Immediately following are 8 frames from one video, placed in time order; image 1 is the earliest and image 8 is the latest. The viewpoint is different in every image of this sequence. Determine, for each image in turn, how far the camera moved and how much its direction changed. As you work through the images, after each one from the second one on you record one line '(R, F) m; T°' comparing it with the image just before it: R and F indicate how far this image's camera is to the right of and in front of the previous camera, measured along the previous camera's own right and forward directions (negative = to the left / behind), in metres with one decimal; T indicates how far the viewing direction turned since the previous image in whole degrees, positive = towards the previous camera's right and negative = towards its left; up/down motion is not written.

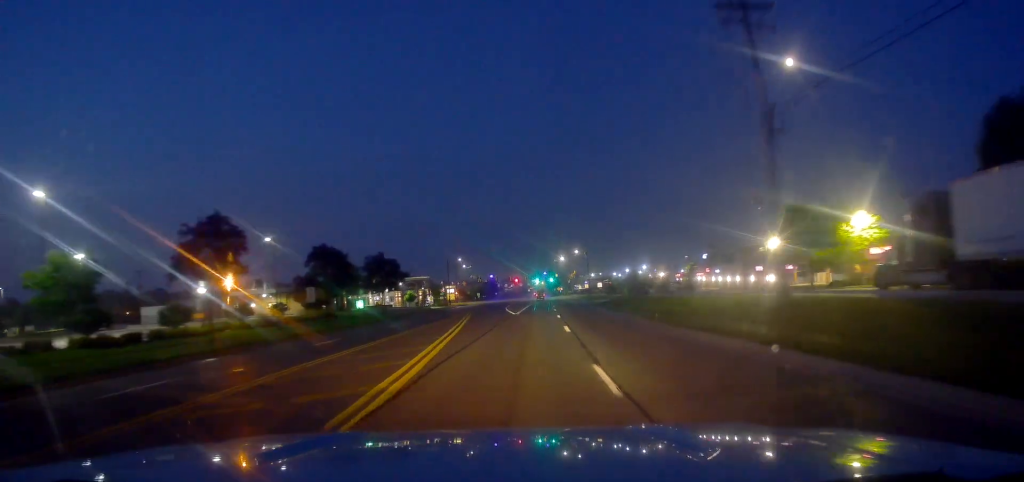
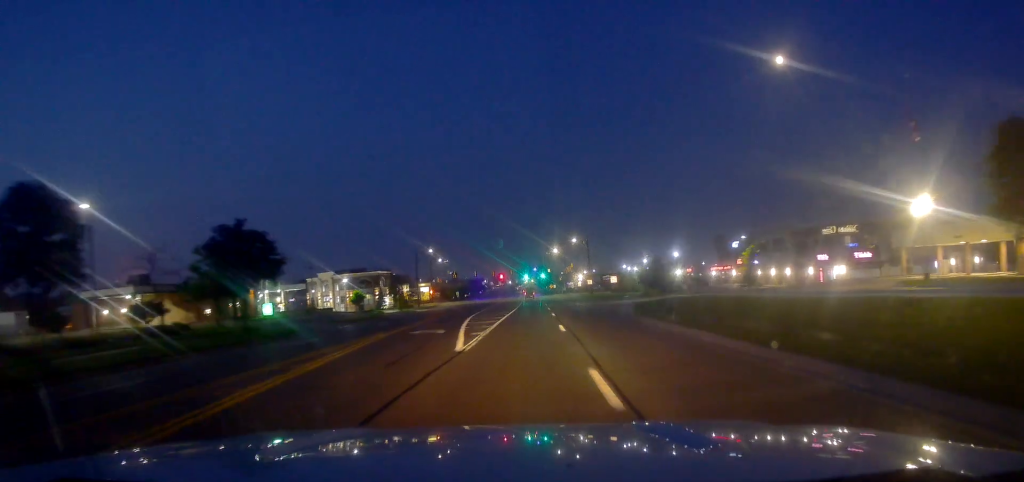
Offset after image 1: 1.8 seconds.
(-0.5, +30.9) m; +1°
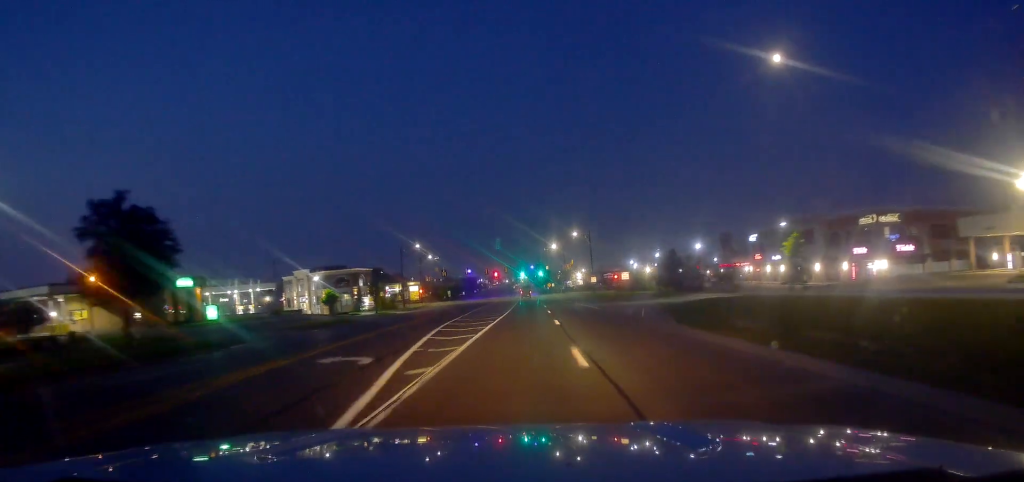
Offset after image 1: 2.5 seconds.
(+0.2, +11.5) m; +1°
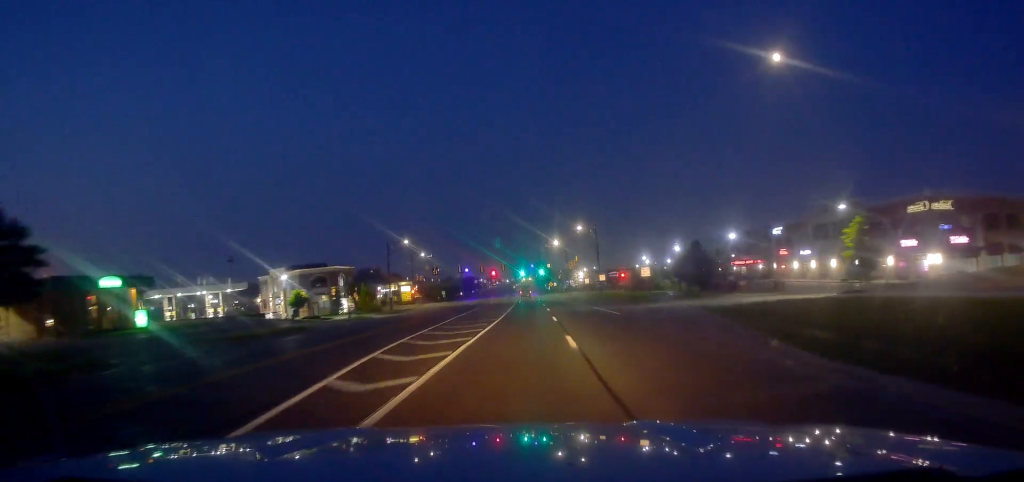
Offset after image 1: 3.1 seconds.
(0.0, +11.0) m; 0°
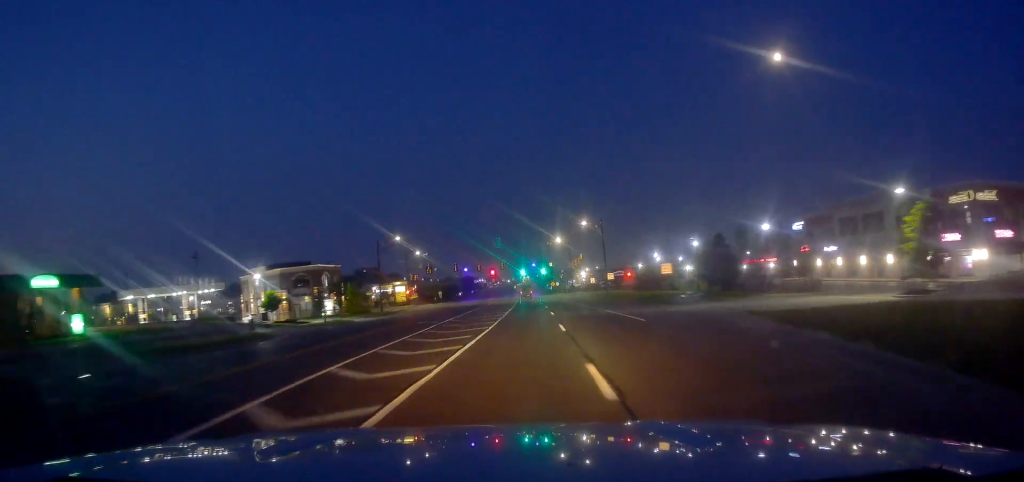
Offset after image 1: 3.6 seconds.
(0.0, +7.7) m; 0°
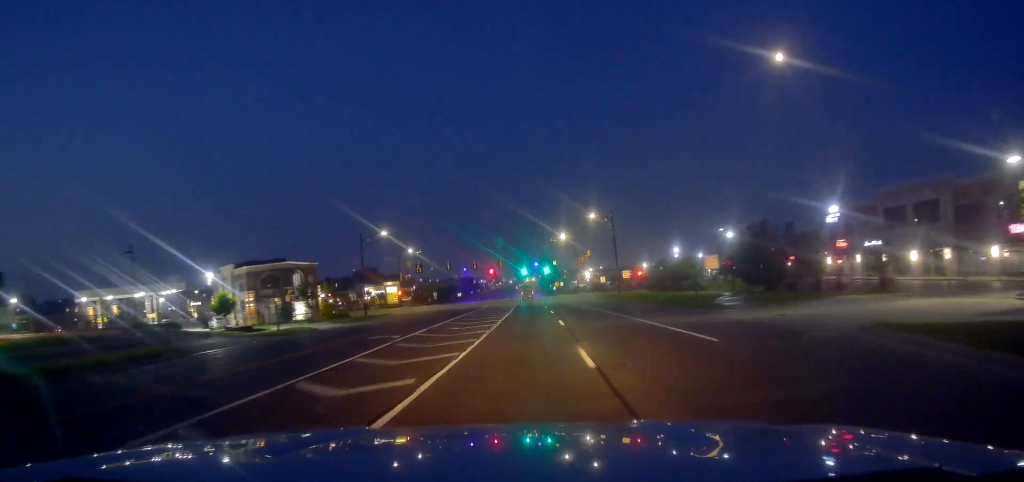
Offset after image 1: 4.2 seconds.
(0.0, +10.7) m; 0°
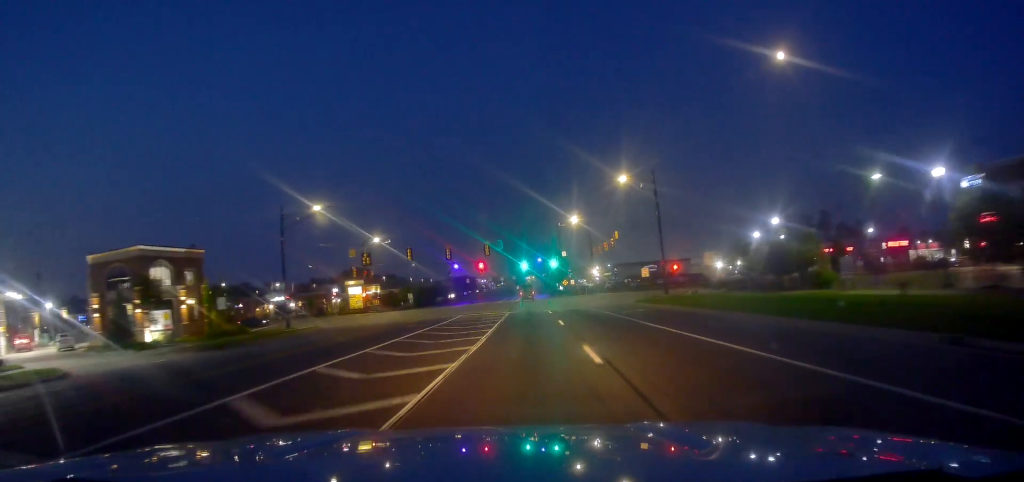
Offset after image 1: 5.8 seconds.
(0.0, +29.7) m; -1°
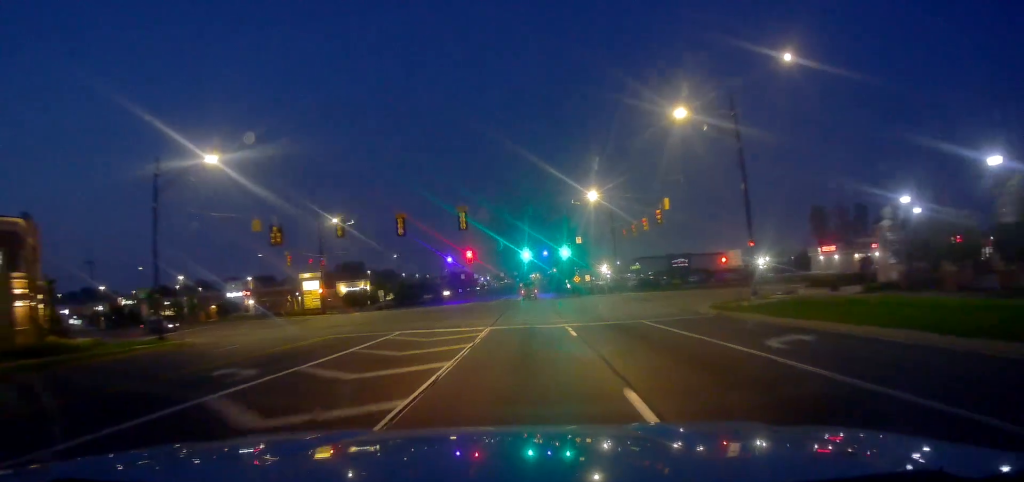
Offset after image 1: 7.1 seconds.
(-0.4, +23.0) m; -1°
